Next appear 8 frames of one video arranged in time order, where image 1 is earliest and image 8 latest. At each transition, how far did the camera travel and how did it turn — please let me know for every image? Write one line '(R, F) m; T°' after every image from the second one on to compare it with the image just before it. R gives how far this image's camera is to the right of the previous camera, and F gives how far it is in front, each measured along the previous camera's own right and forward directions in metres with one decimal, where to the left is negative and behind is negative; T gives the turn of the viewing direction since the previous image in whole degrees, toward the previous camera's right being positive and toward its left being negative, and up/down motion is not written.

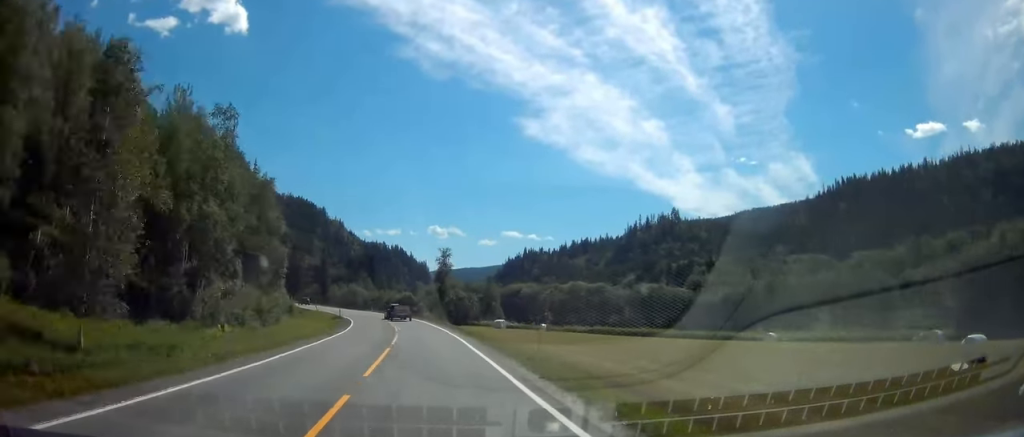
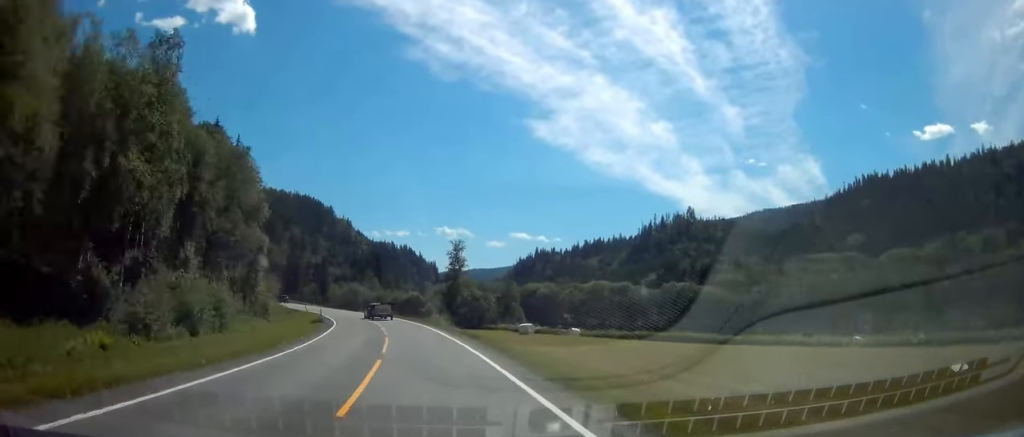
(0.0, +16.8) m; 0°
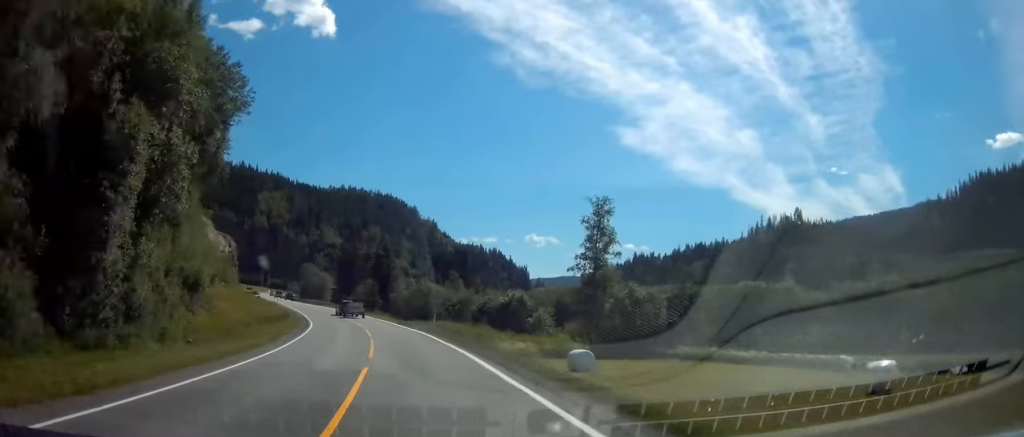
(-0.8, +52.0) m; -5°
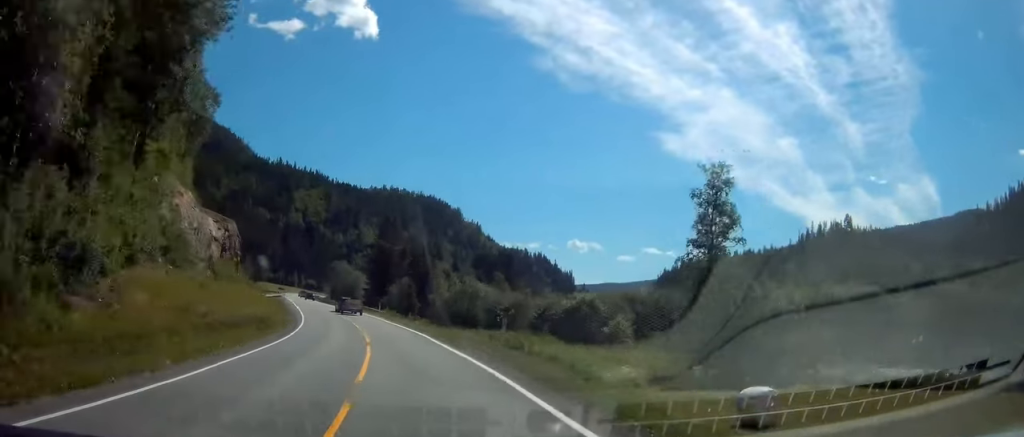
(-0.7, +18.7) m; -5°
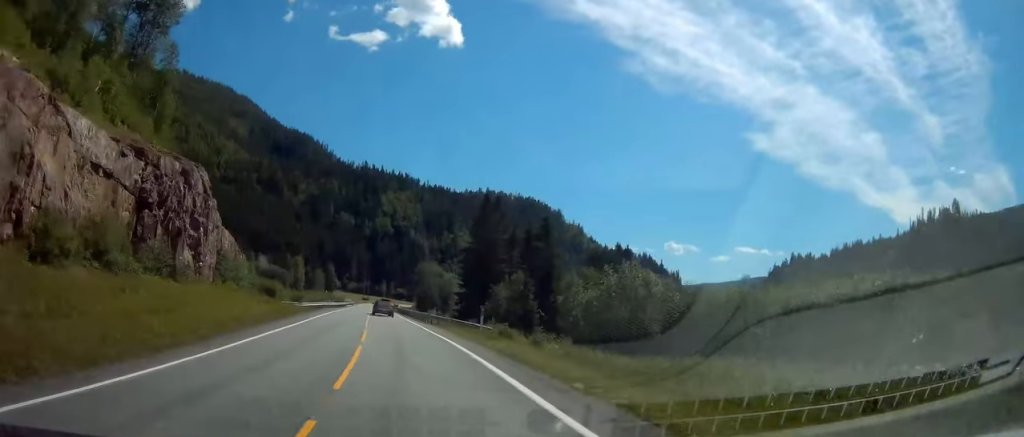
(-3.6, +38.7) m; -9°
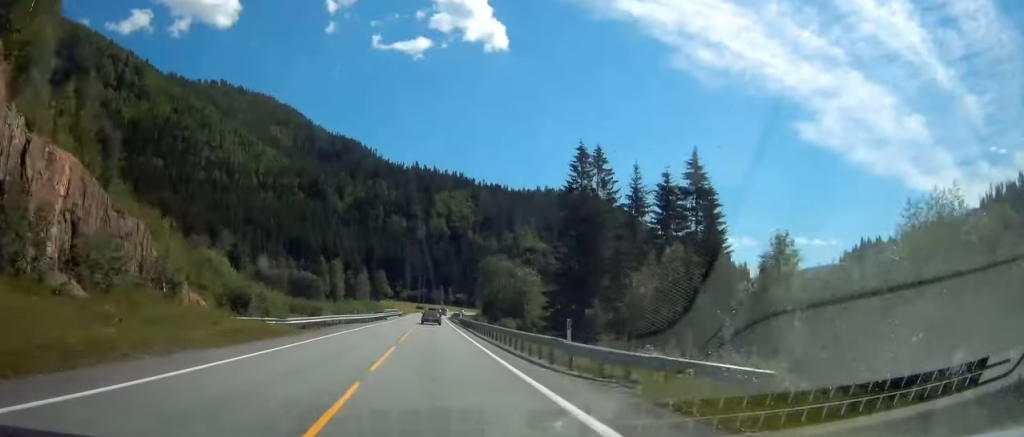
(-2.1, +33.2) m; -4°
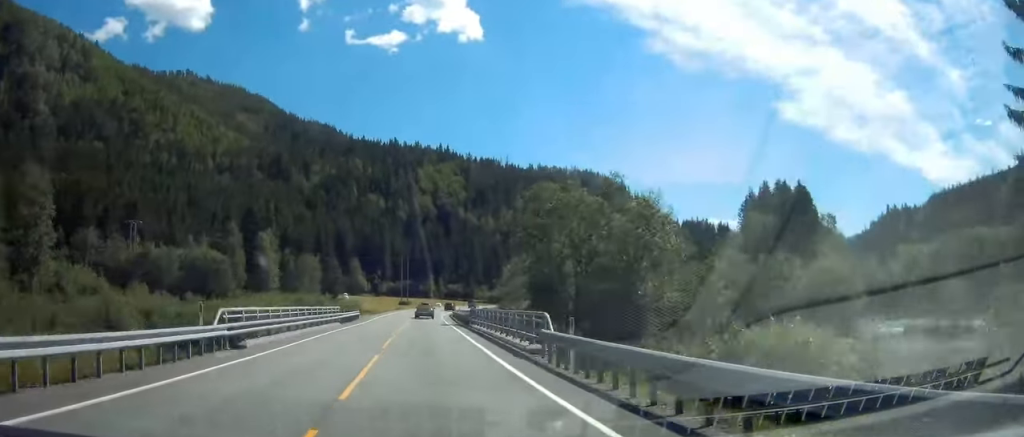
(-0.7, +66.0) m; -1°
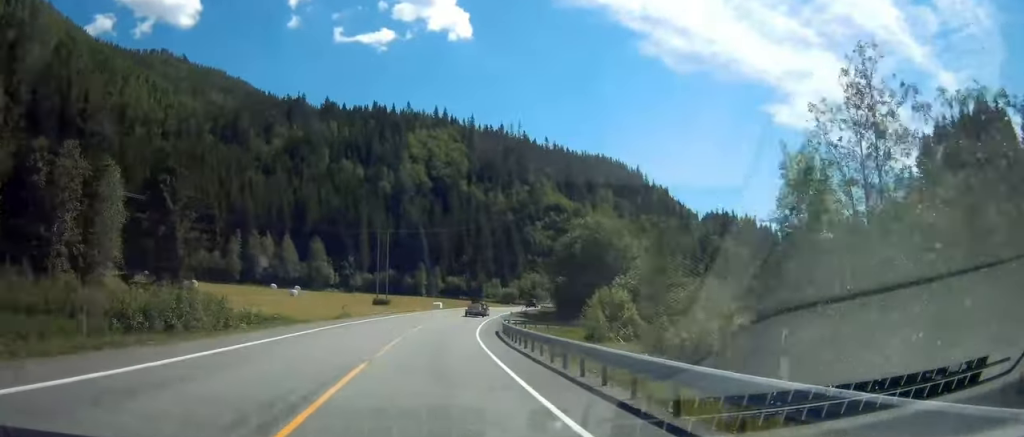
(-2.3, +78.5) m; -2°
